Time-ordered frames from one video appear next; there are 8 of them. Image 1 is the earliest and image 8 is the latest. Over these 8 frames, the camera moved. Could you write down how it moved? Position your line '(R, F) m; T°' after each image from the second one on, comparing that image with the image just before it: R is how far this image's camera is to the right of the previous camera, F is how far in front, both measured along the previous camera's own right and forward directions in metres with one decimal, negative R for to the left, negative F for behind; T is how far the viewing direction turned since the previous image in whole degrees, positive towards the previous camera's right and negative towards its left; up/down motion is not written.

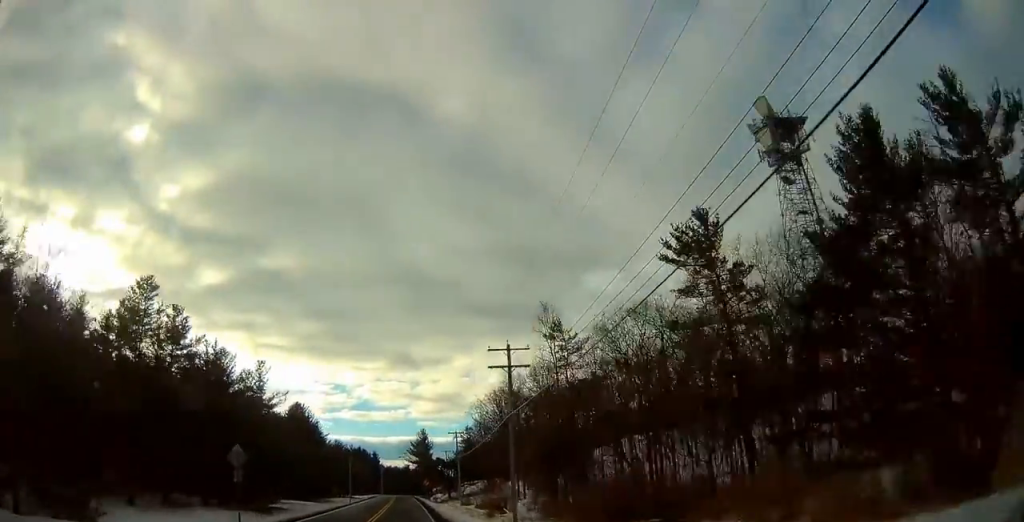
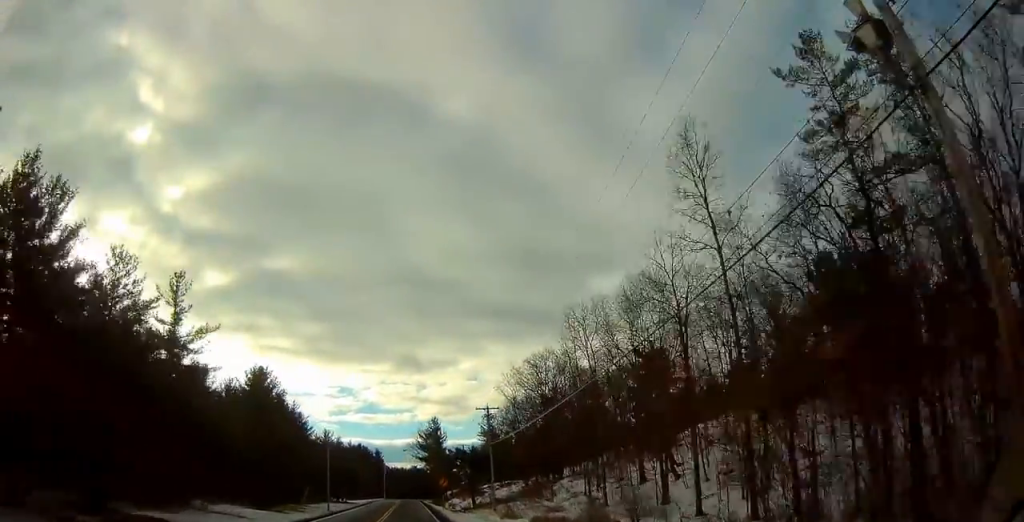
(-0.3, +29.3) m; -1°
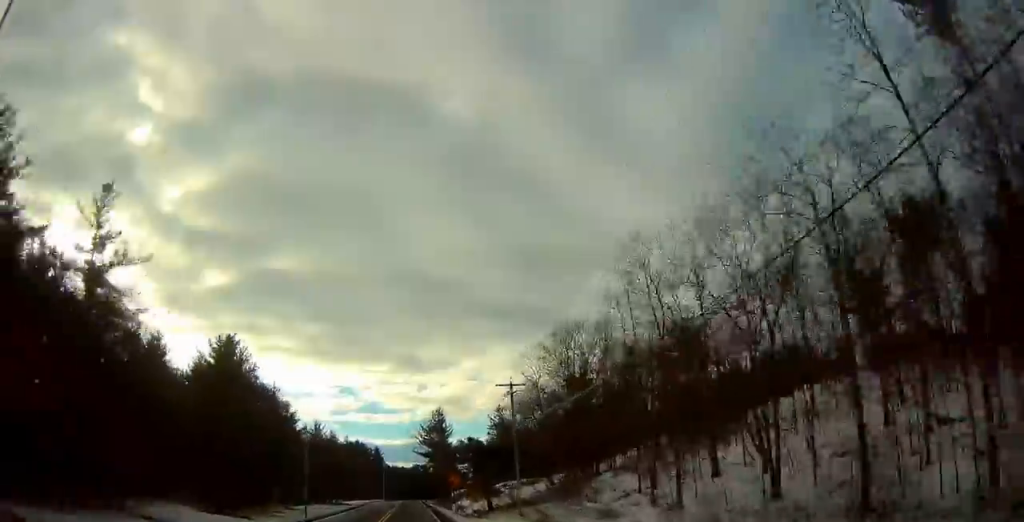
(0.0, +13.4) m; 0°
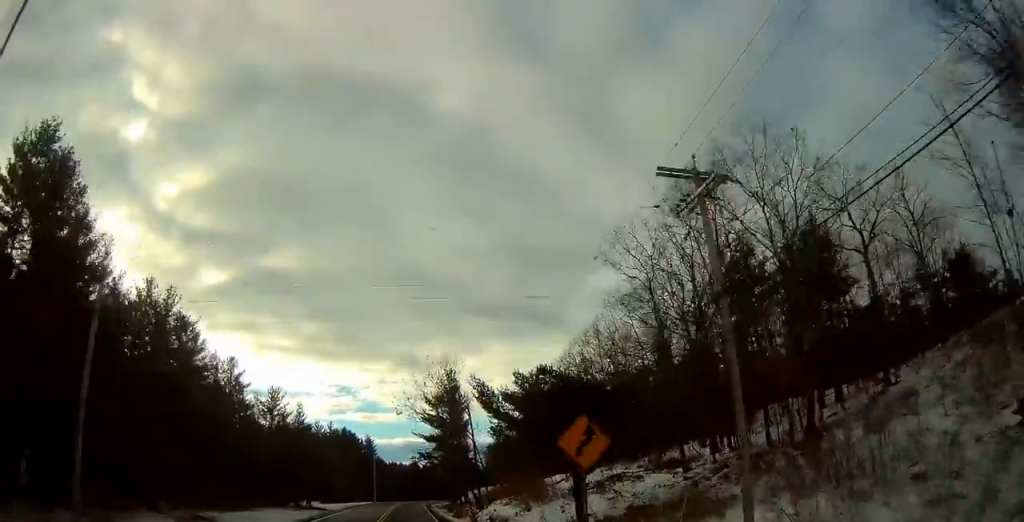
(-0.1, +32.6) m; -1°
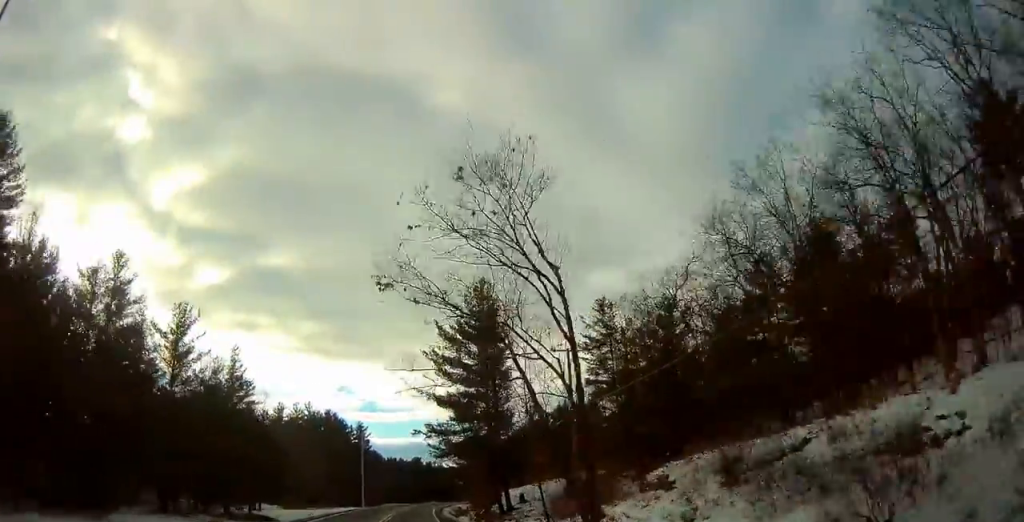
(-0.3, +31.5) m; -1°
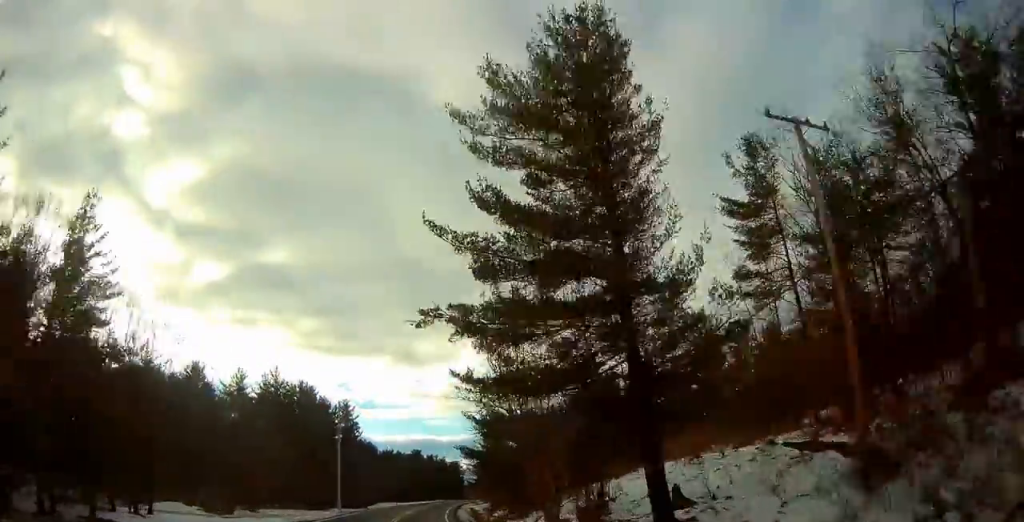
(0.0, +26.8) m; 0°
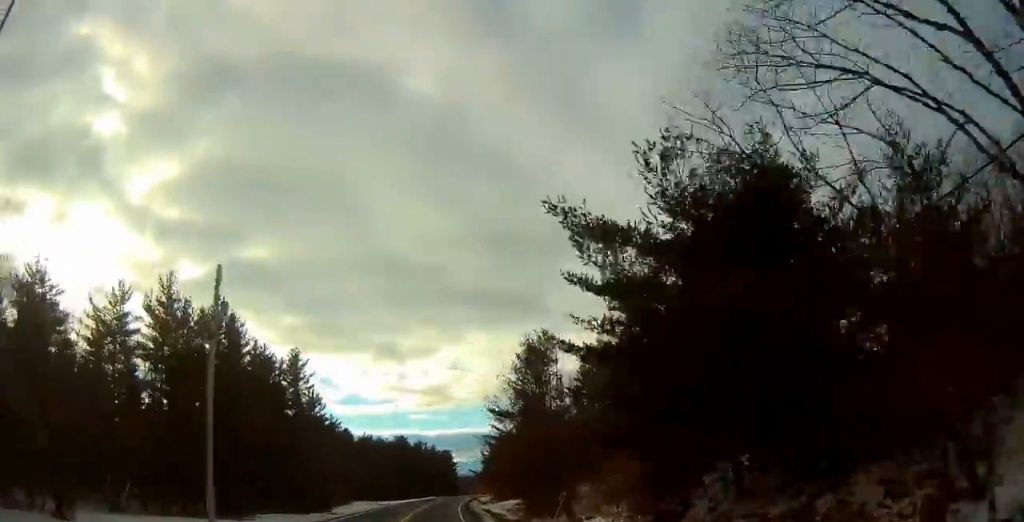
(+0.3, +34.2) m; +1°
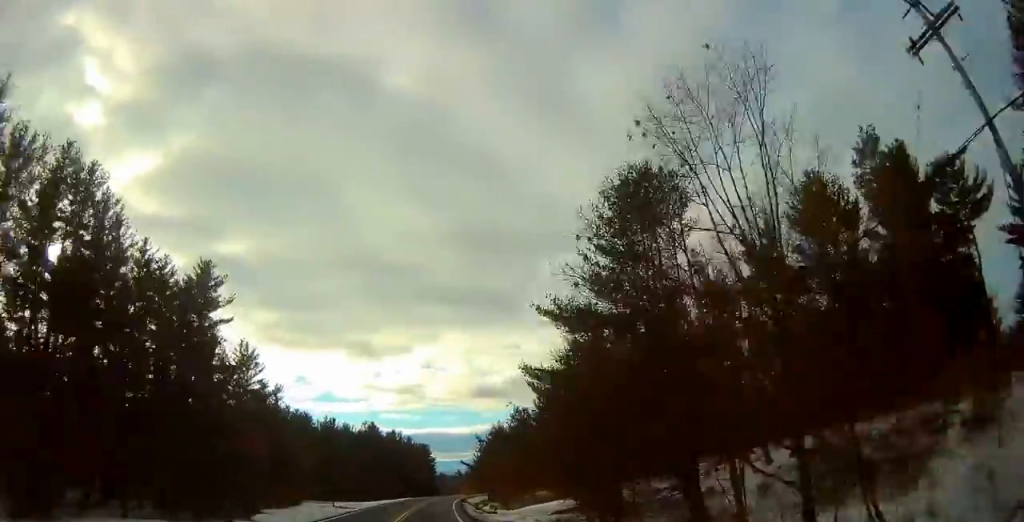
(+0.2, +25.6) m; +1°
